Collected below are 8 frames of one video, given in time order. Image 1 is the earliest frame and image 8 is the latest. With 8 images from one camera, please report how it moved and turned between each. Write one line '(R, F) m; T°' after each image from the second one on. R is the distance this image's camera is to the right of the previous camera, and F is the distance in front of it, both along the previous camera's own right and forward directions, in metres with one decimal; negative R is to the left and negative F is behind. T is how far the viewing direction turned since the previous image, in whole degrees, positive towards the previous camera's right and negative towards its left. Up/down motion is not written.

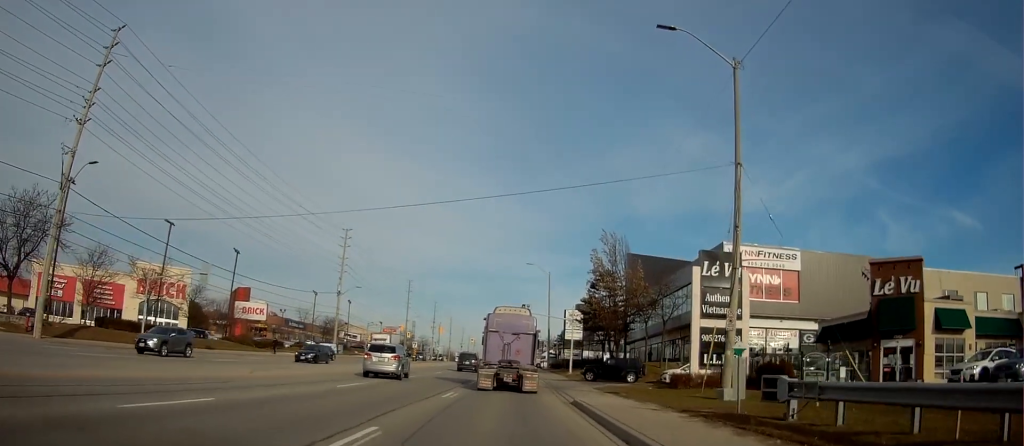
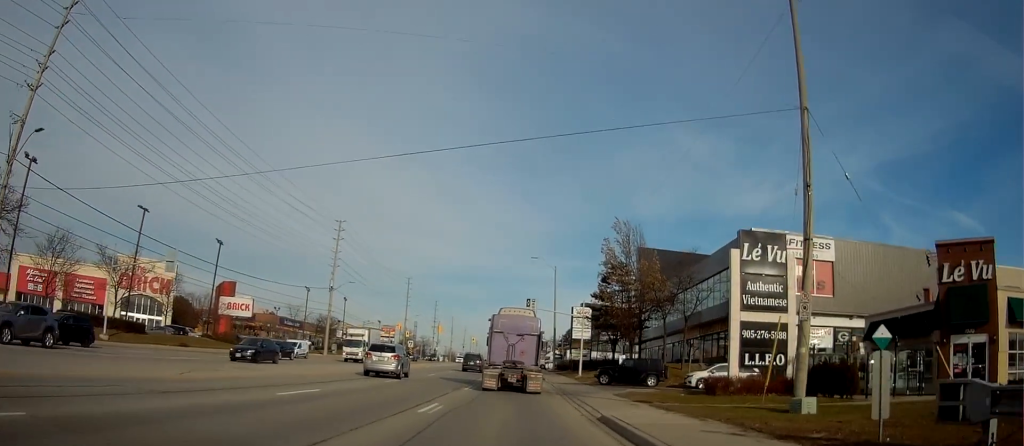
(-0.1, +5.7) m; -1°
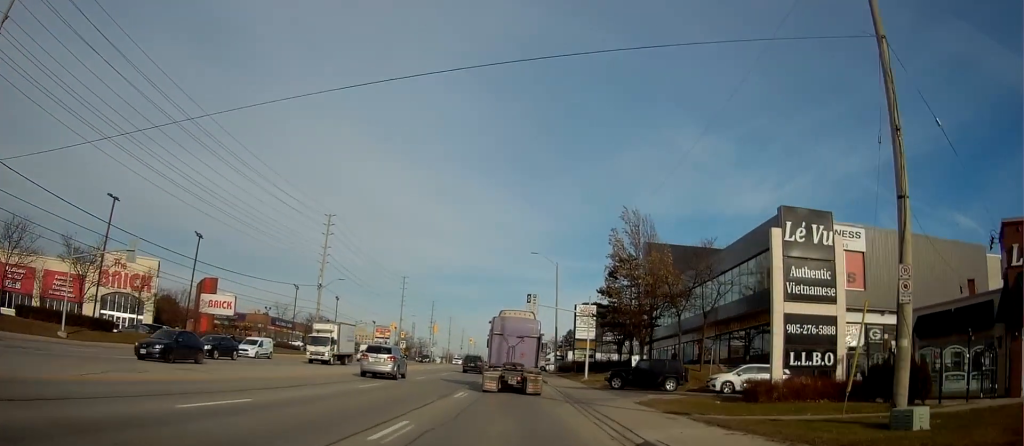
(0.0, +4.7) m; -1°
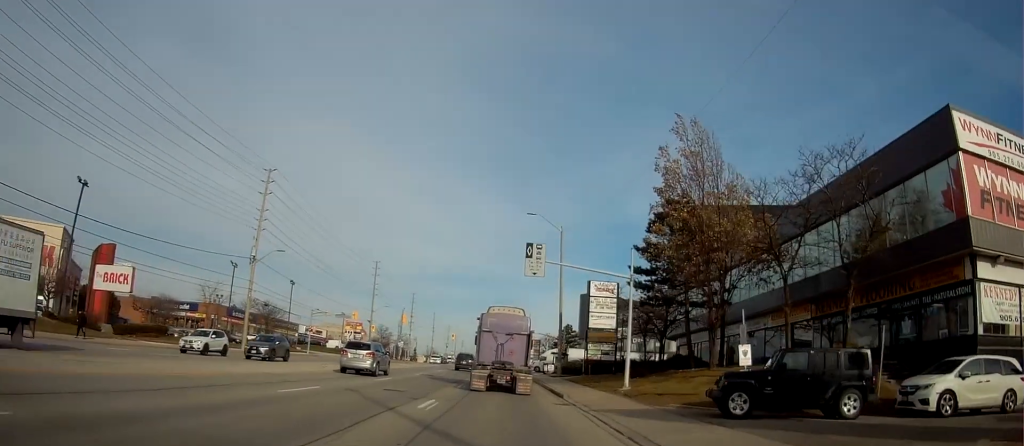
(+0.3, +19.3) m; +2°
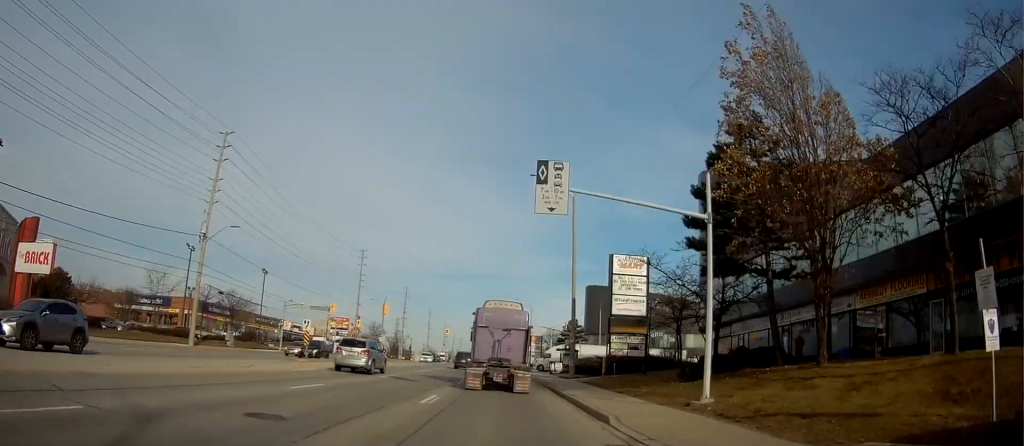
(+0.1, +10.8) m; 0°
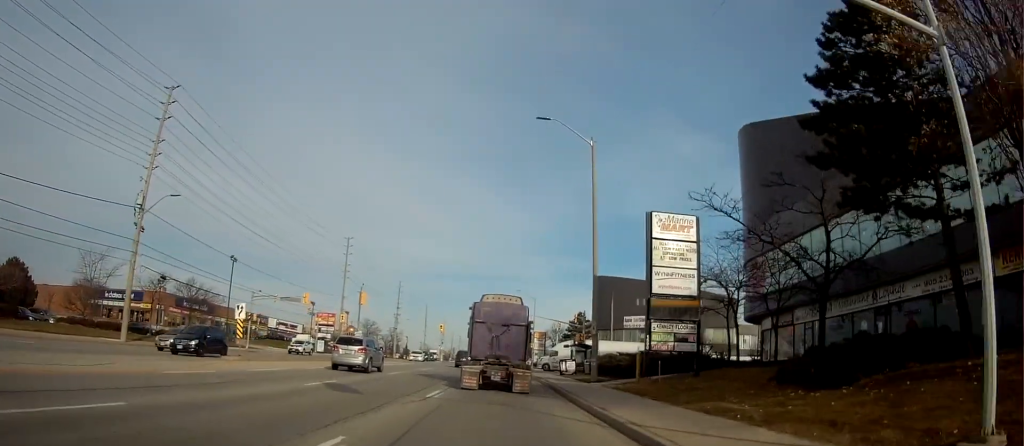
(0.0, +10.3) m; 0°
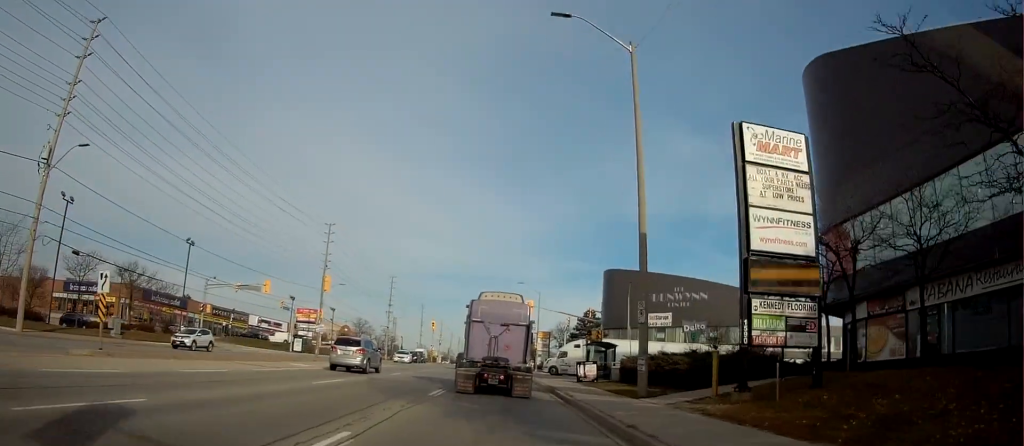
(0.0, +11.3) m; 0°
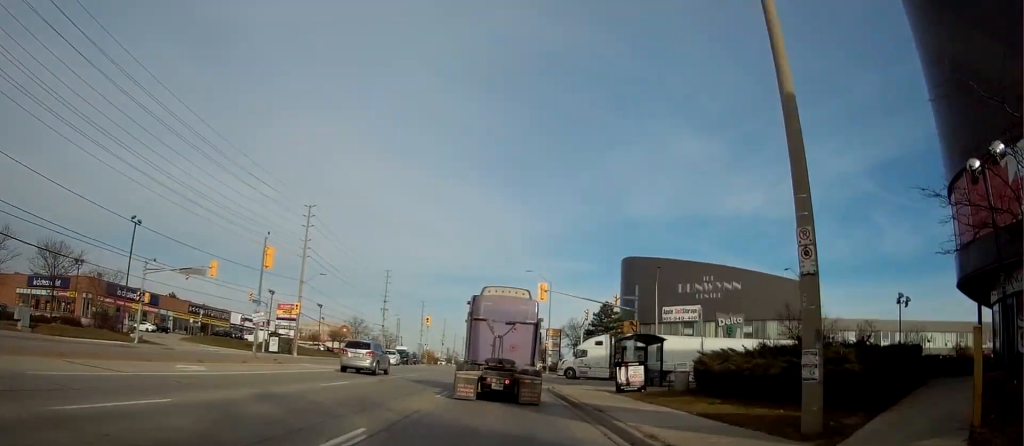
(0.0, +11.5) m; 0°
